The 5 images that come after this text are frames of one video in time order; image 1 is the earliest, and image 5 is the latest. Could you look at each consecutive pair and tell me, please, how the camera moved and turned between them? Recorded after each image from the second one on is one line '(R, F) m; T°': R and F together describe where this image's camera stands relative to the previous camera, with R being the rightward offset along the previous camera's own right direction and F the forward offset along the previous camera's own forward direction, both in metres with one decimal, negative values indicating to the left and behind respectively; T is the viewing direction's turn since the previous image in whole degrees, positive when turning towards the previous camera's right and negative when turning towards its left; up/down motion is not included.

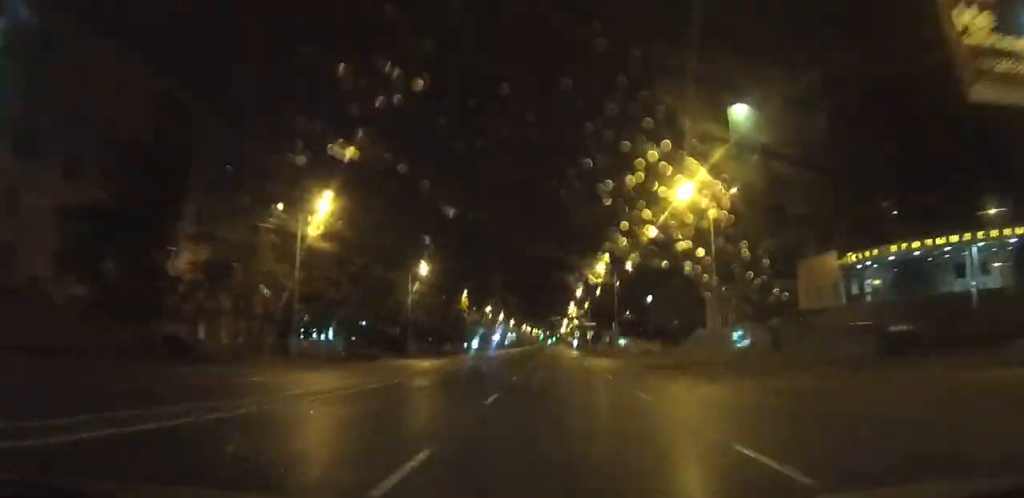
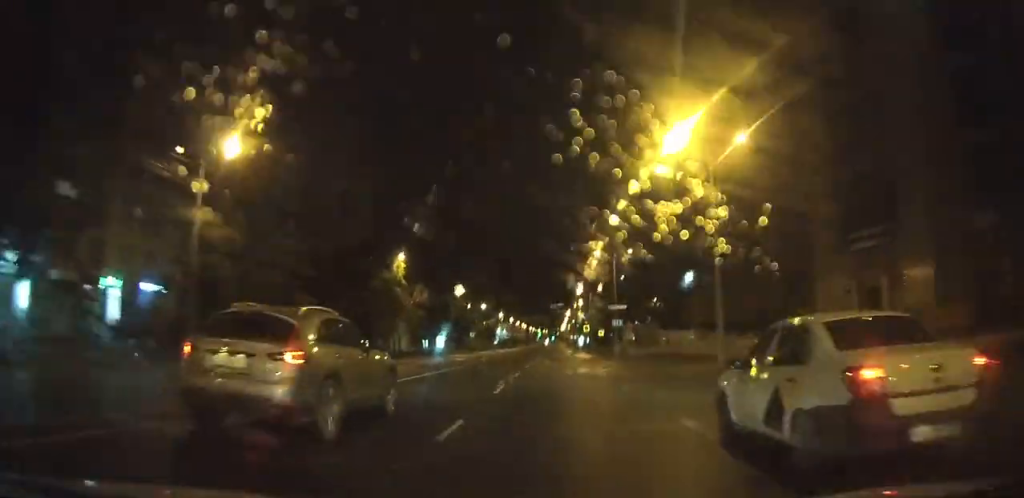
(+0.1, +47.4) m; 0°
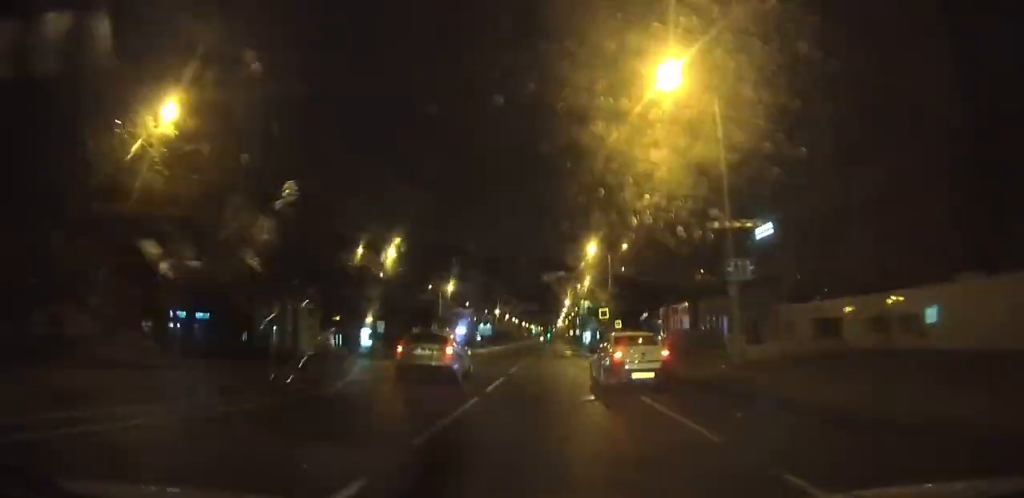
(-0.1, +44.1) m; 0°
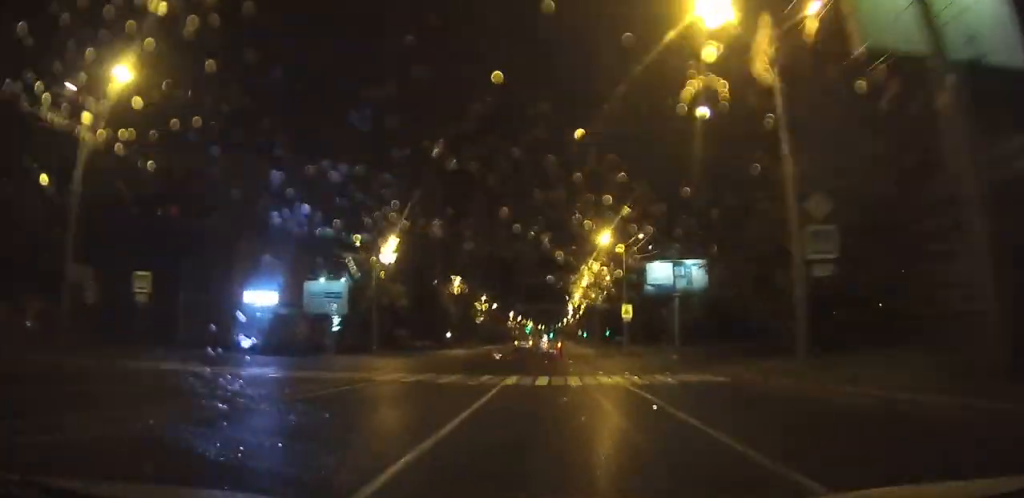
(+0.8, +134.9) m; 0°
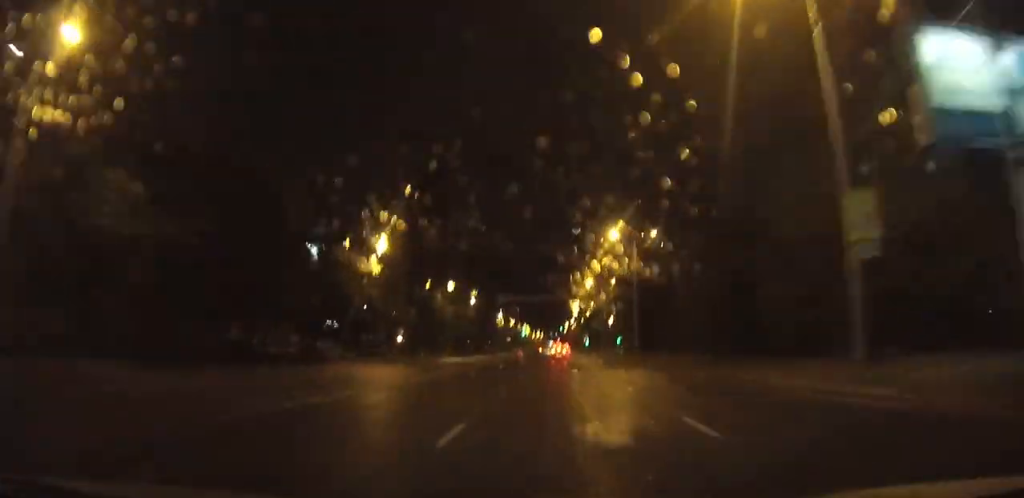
(-0.1, +42.2) m; 0°
